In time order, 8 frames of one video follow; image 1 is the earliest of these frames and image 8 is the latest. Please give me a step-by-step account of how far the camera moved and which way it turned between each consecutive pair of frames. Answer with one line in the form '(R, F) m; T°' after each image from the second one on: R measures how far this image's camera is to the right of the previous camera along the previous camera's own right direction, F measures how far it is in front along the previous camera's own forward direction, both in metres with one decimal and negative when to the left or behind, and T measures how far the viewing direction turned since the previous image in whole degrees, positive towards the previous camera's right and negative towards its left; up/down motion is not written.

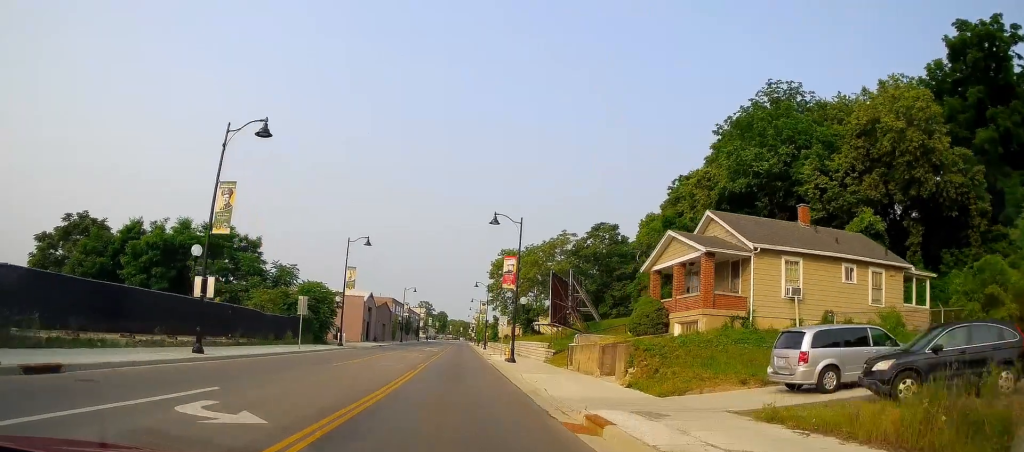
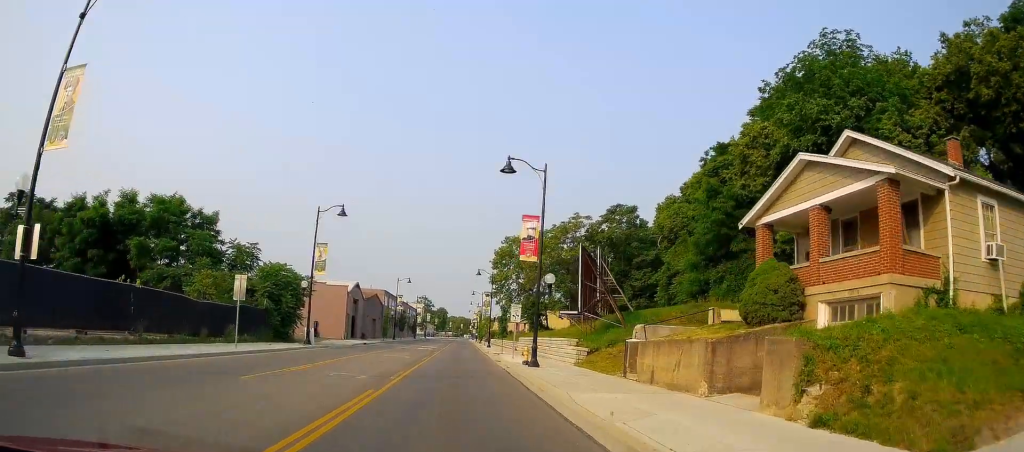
(-0.3, +11.0) m; -1°
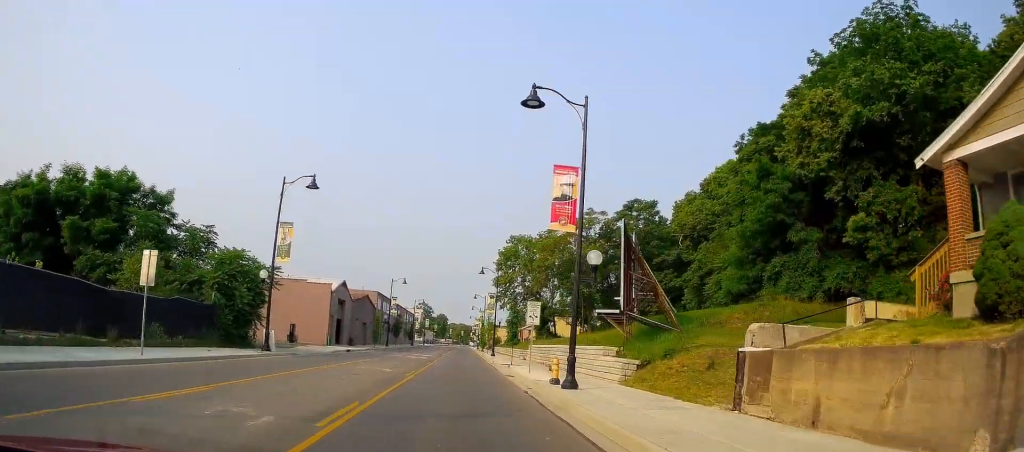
(+0.4, +8.6) m; 0°
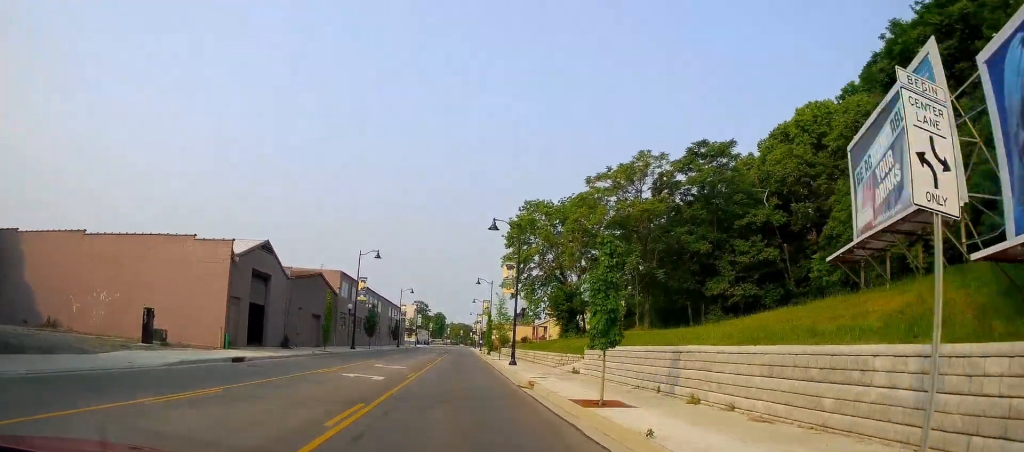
(-0.2, +24.4) m; 0°
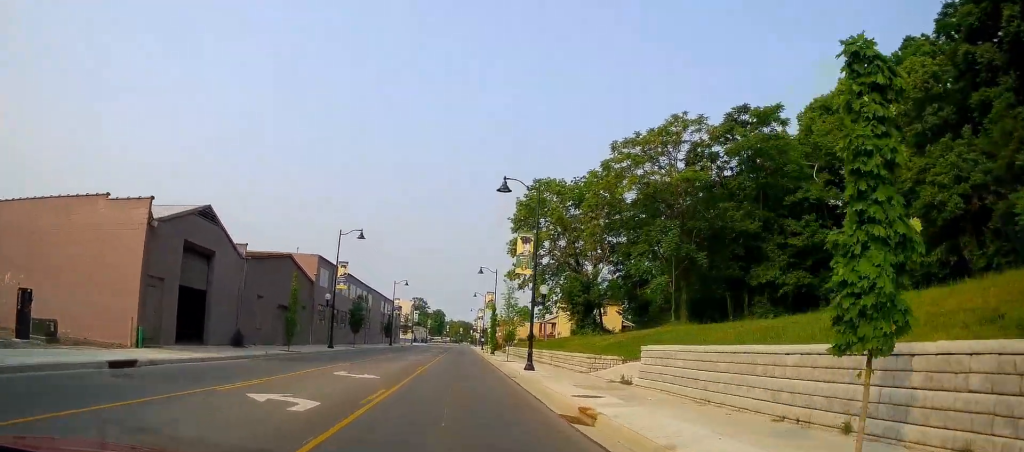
(+0.2, +9.1) m; 0°
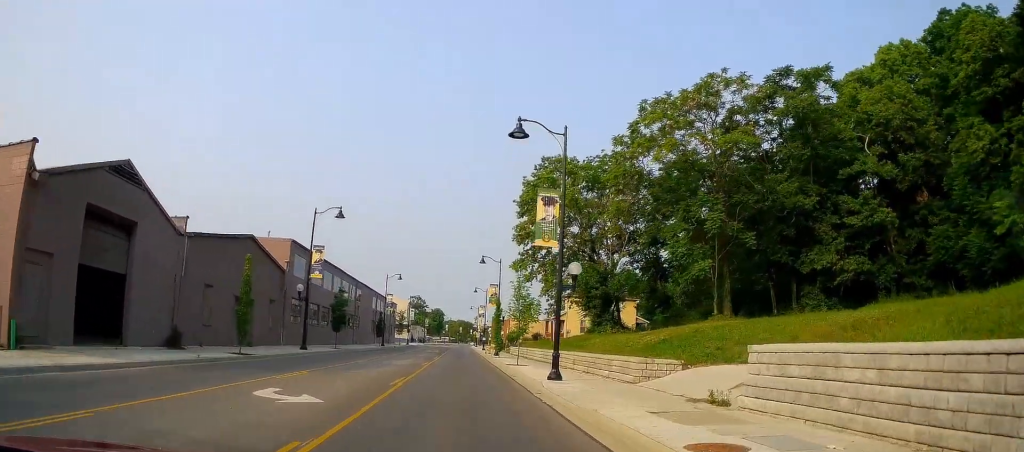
(-0.4, +7.7) m; 0°
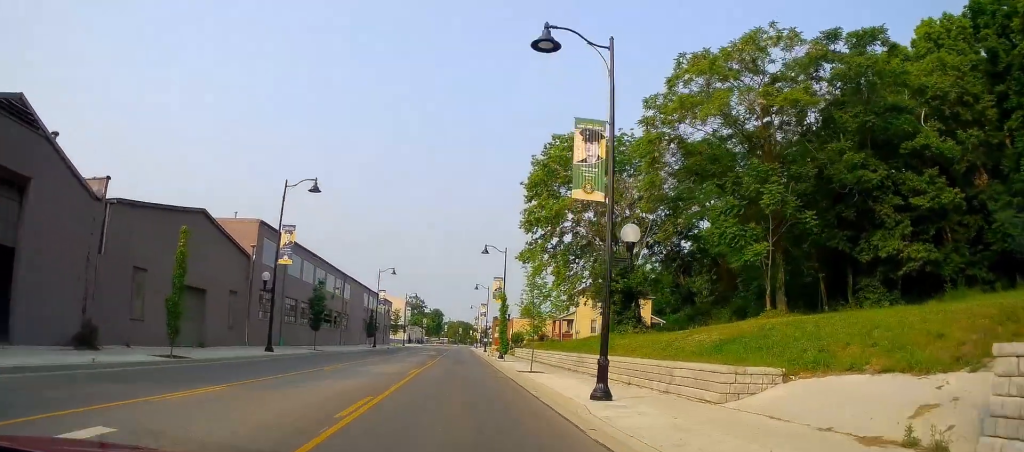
(-0.1, +6.8) m; +1°
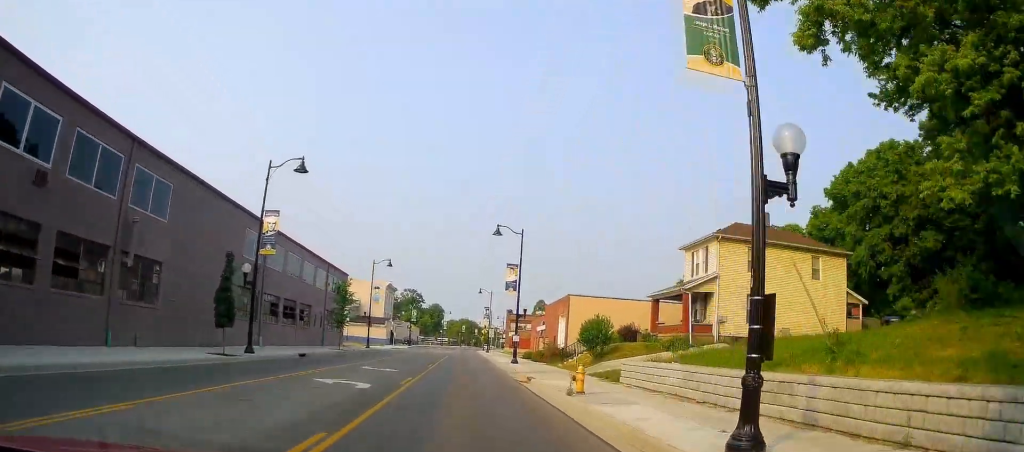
(+0.2, +41.4) m; -2°
